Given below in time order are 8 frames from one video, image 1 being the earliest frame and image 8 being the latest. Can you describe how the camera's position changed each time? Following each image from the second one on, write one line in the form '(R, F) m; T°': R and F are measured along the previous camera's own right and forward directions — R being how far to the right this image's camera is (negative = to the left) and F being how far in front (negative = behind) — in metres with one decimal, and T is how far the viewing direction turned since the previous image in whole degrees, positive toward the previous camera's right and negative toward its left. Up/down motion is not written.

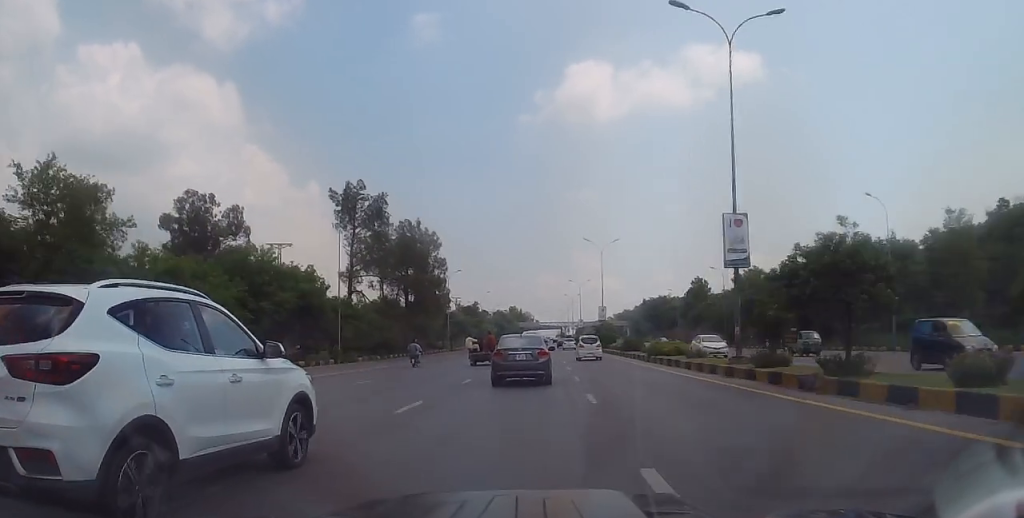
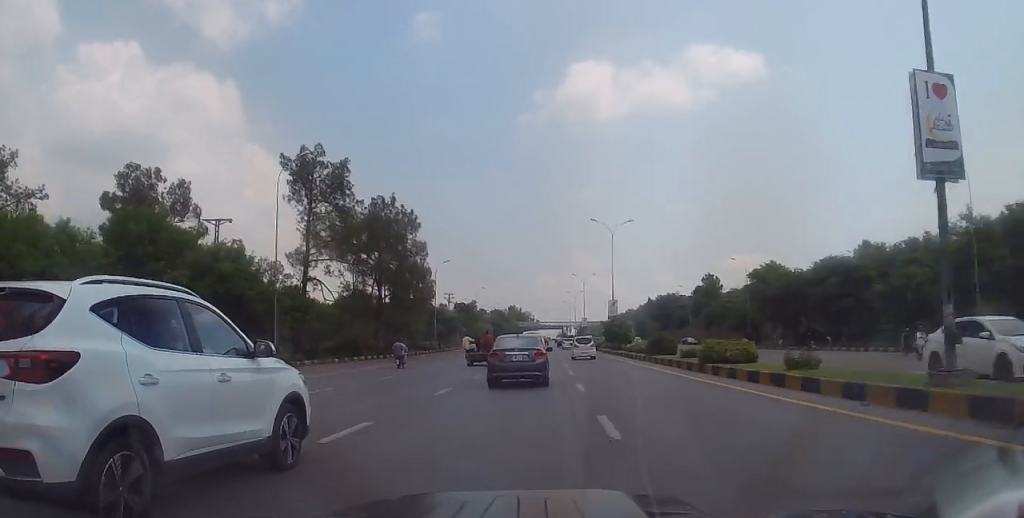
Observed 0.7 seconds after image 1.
(-0.1, +11.8) m; 0°
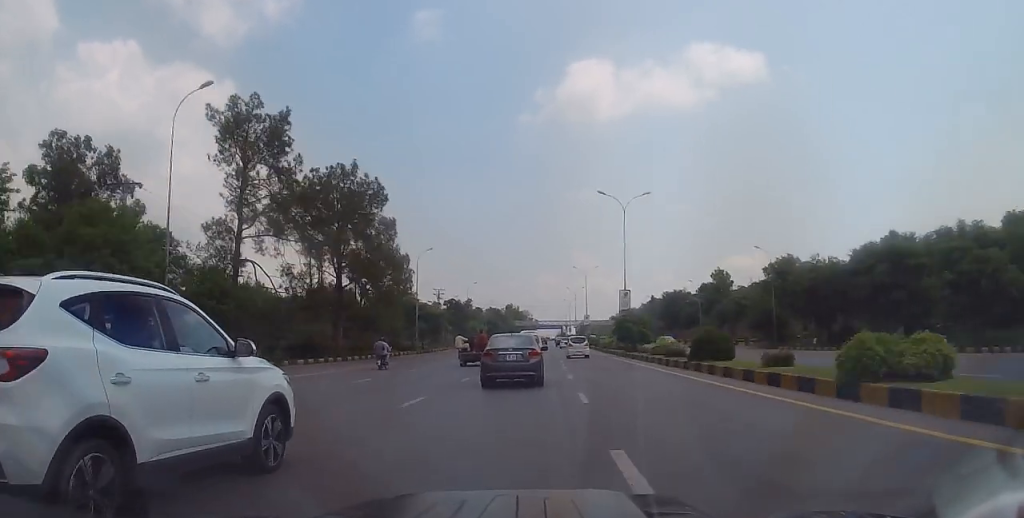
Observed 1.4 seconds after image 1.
(+0.1, +11.4) m; +1°
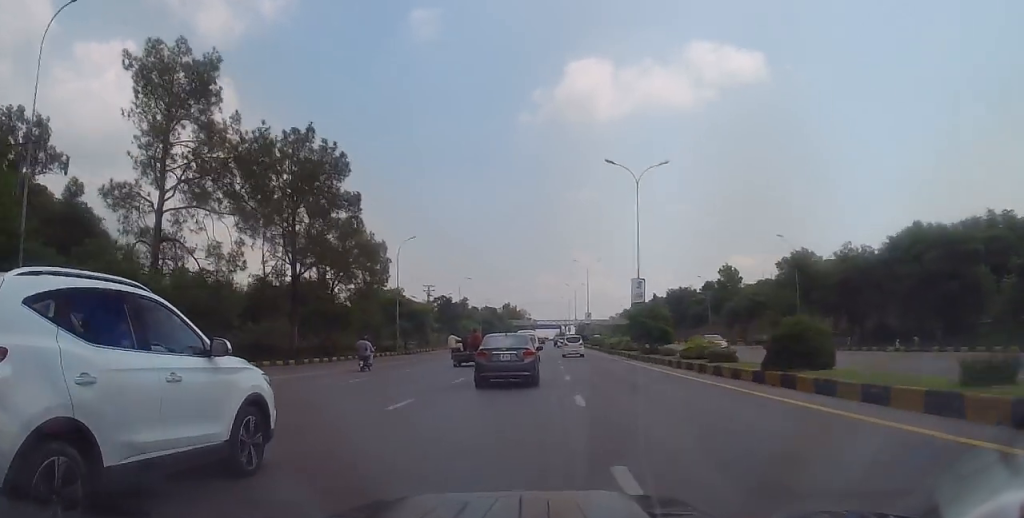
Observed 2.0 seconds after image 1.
(0.0, +8.8) m; 0°
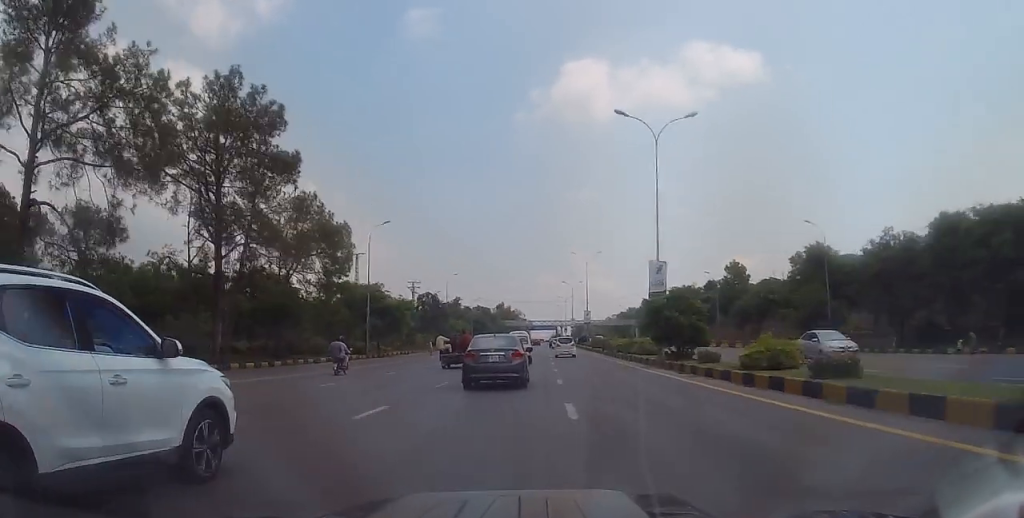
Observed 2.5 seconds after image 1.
(0.0, +9.4) m; 0°
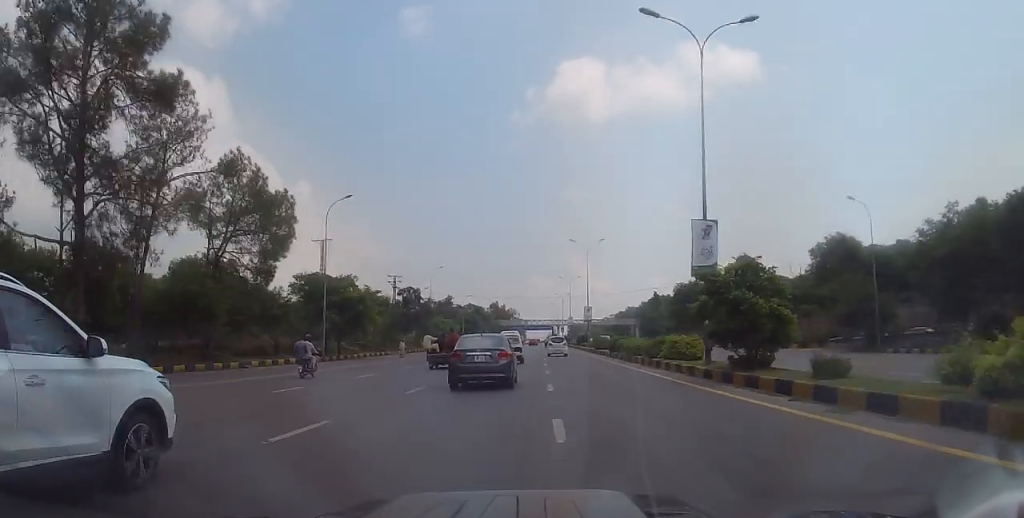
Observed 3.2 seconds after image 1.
(0.0, +10.7) m; -1°
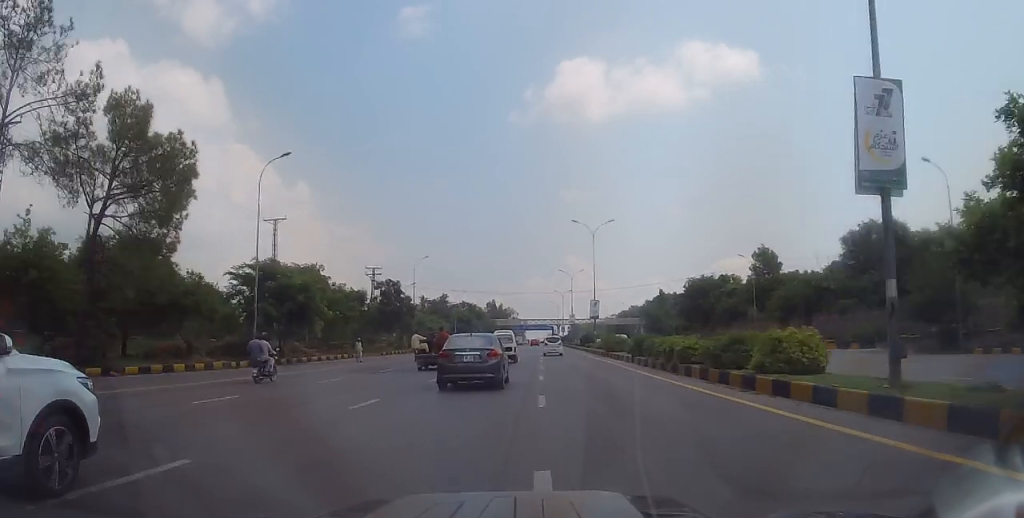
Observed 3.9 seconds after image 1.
(-0.1, +11.8) m; 0°
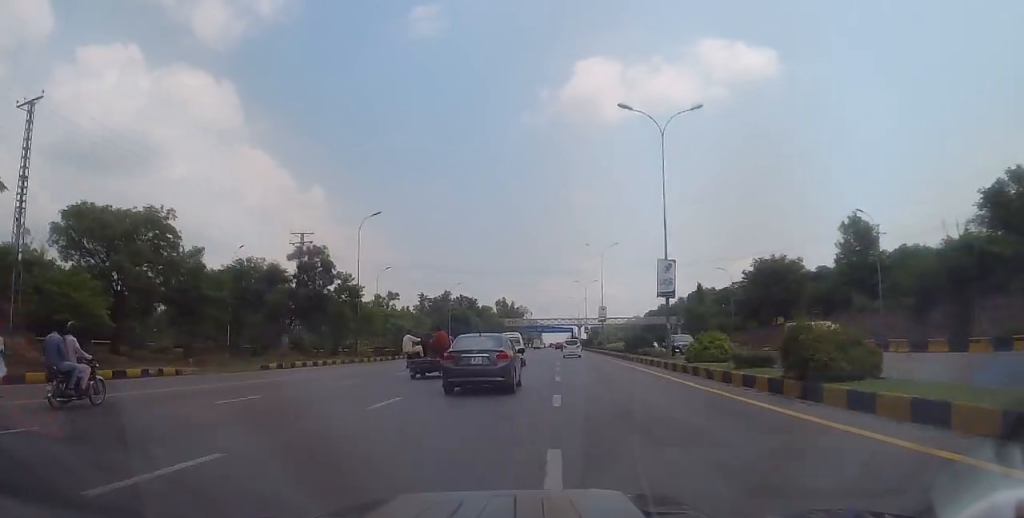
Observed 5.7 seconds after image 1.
(-0.1, +31.4) m; -1°
